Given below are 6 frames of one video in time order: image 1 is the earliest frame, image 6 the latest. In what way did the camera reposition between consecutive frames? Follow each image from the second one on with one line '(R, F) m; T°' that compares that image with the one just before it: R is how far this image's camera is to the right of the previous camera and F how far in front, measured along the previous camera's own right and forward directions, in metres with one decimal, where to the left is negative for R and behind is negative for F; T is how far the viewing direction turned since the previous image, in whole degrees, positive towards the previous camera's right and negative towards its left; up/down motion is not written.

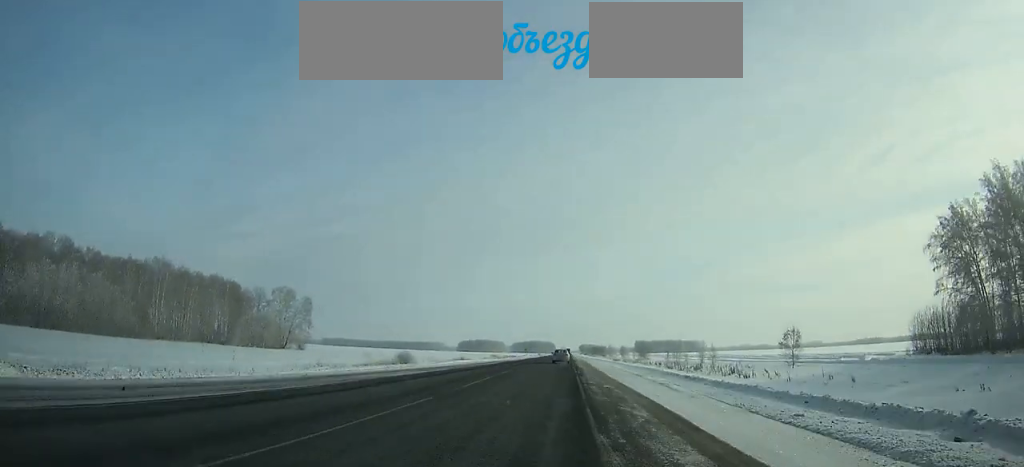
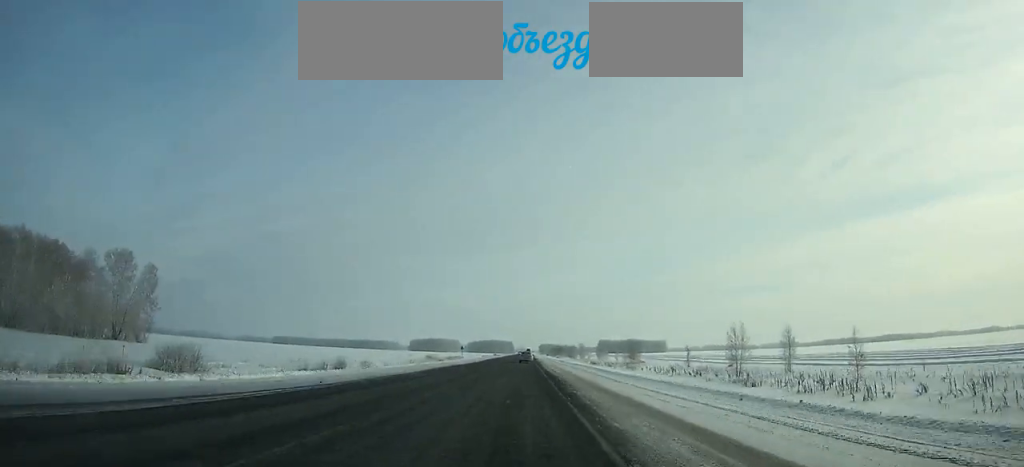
(+2.5, +72.9) m; +2°
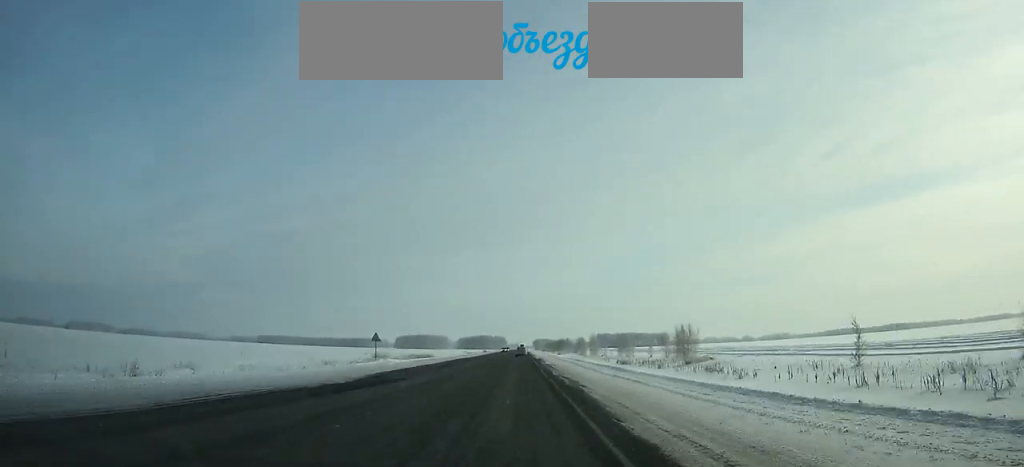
(0.0, +63.9) m; 0°
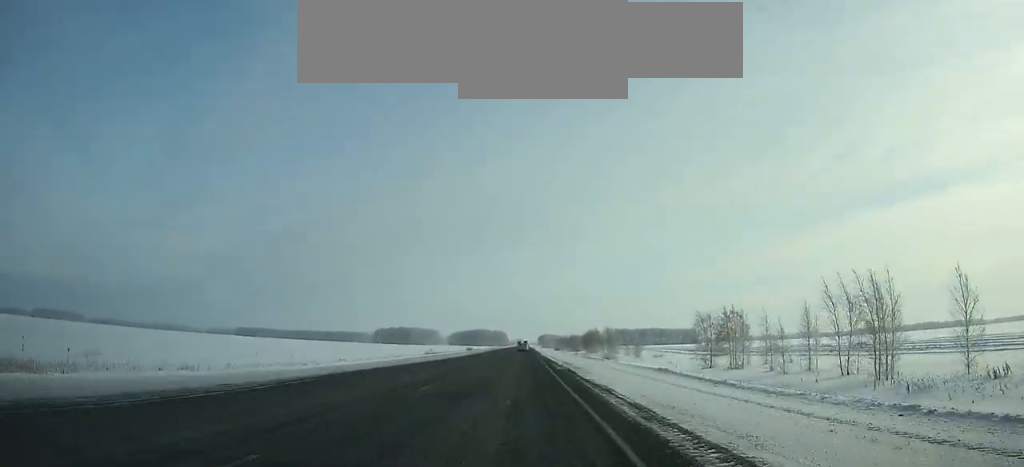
(-0.4, +150.8) m; 0°
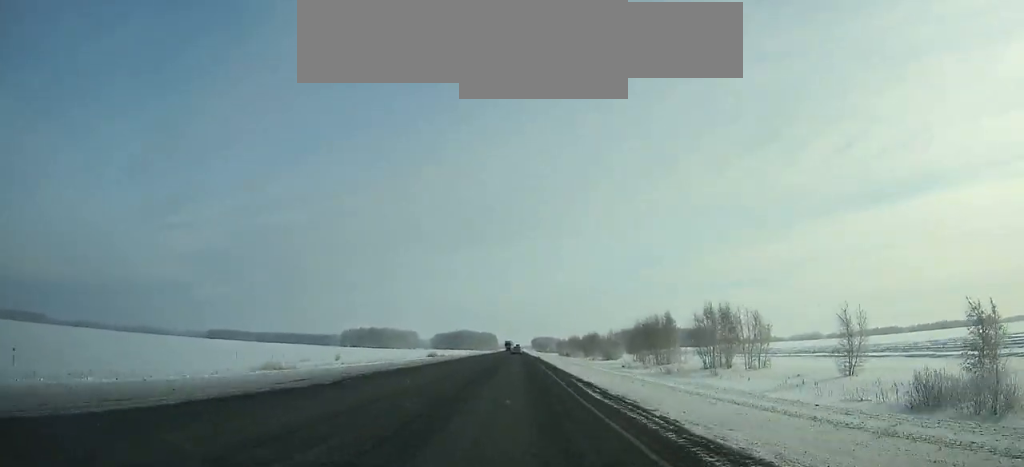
(+0.7, +104.5) m; 0°
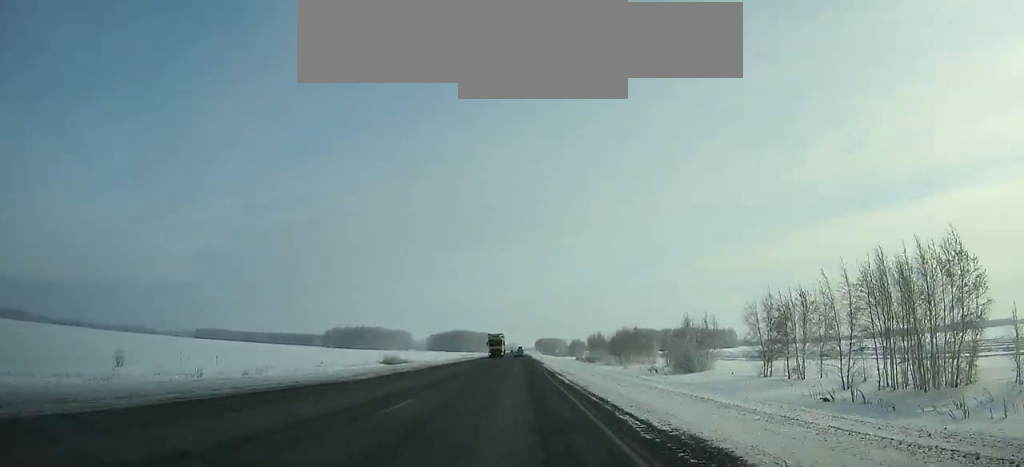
(0.0, +65.8) m; -1°
